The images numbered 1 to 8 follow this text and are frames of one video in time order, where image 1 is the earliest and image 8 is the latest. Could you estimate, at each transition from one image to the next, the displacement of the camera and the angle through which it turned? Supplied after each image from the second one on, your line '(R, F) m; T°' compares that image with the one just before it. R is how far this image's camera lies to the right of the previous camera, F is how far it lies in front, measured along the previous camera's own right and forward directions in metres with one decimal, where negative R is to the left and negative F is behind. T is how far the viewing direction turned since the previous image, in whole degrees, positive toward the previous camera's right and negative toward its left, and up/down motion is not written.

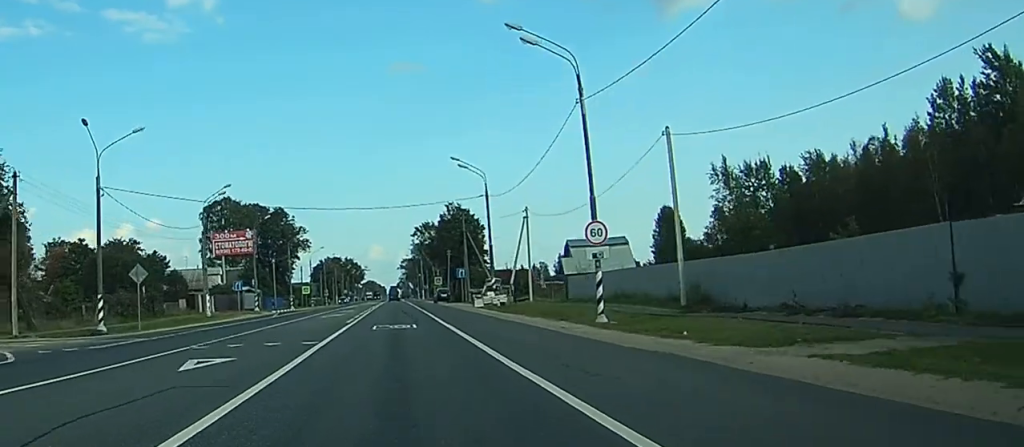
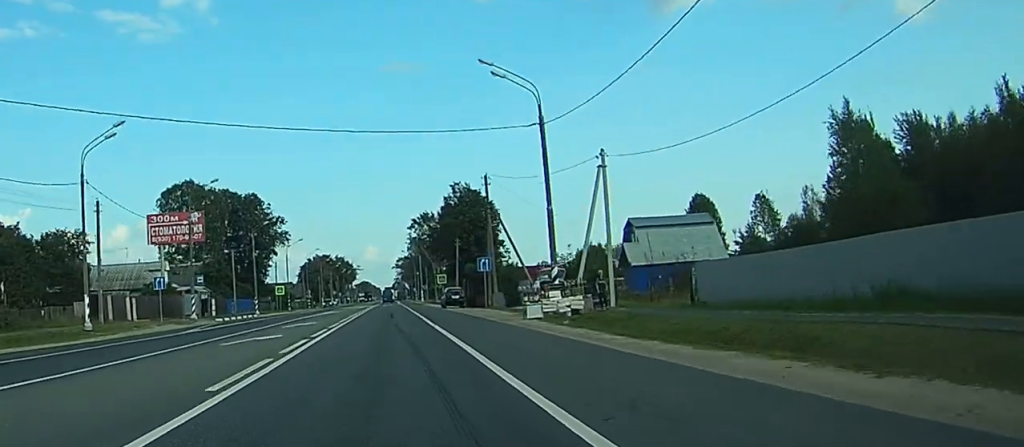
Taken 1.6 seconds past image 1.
(+0.2, +28.3) m; +1°
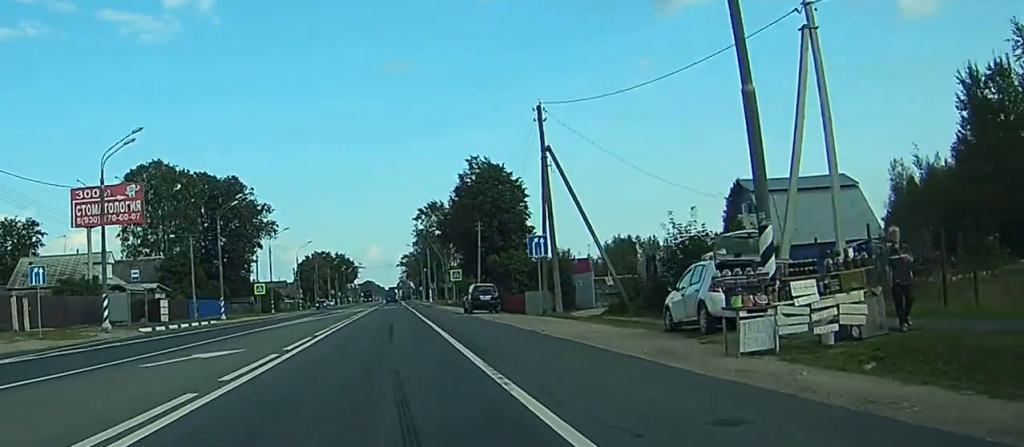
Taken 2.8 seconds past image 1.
(0.0, +22.5) m; 0°
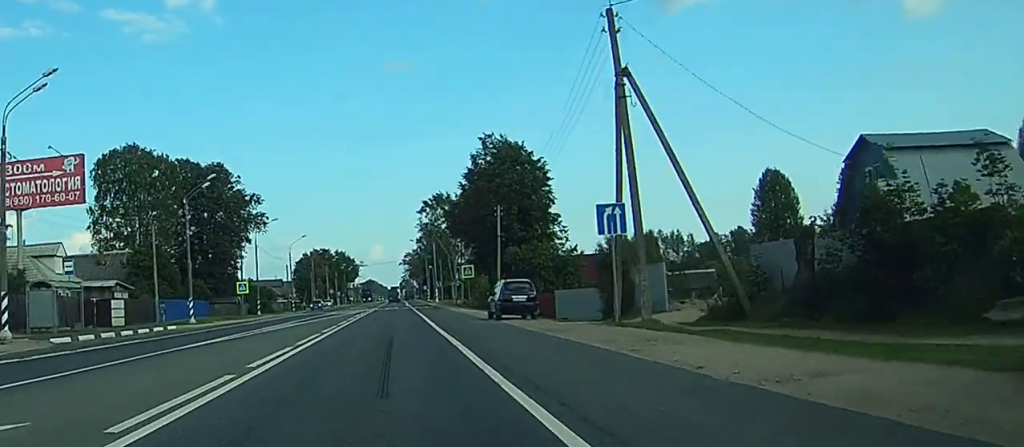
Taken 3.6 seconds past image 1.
(-0.1, +13.5) m; 0°
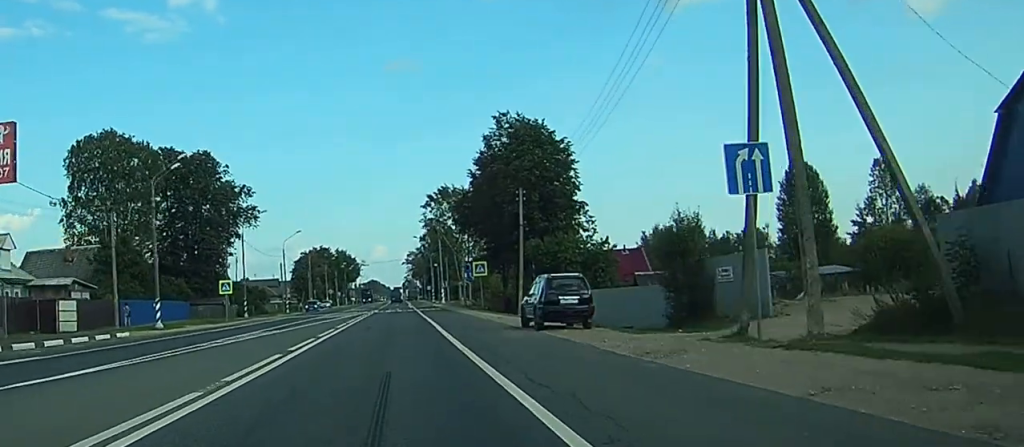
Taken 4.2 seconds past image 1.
(0.0, +10.5) m; 0°
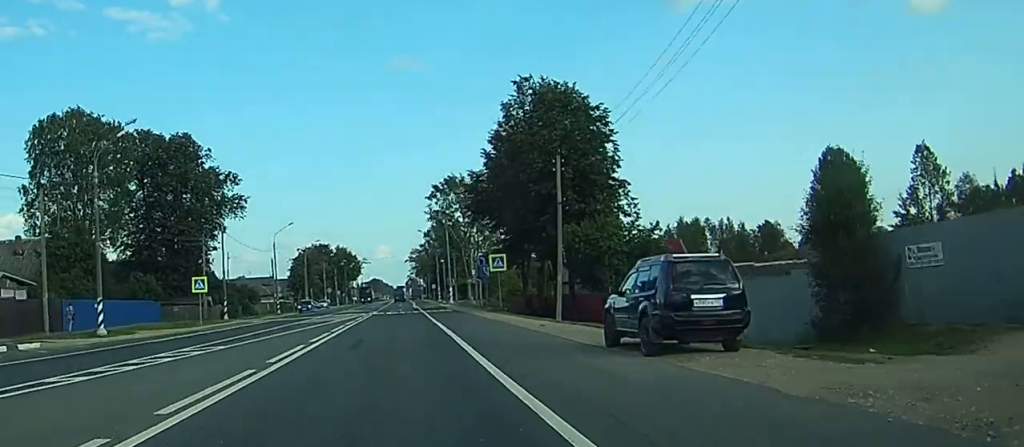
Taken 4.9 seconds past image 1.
(0.0, +12.1) m; 0°
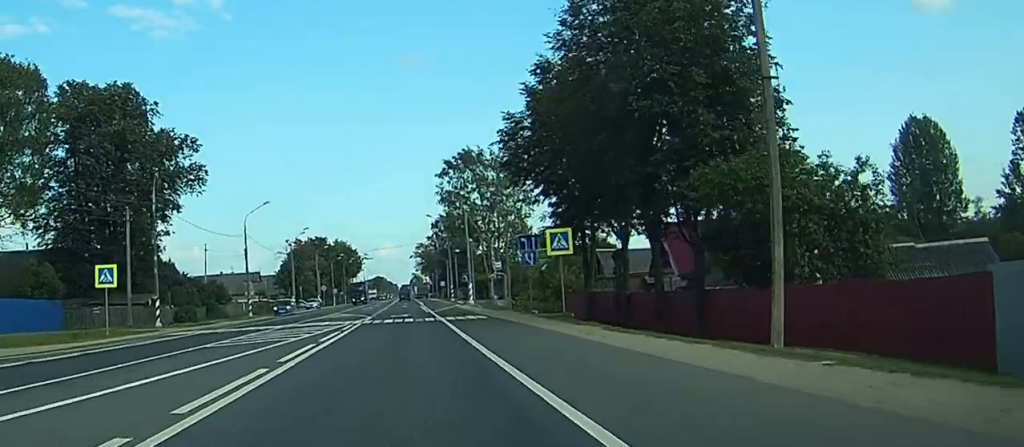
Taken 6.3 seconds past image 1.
(-0.1, +23.8) m; 0°
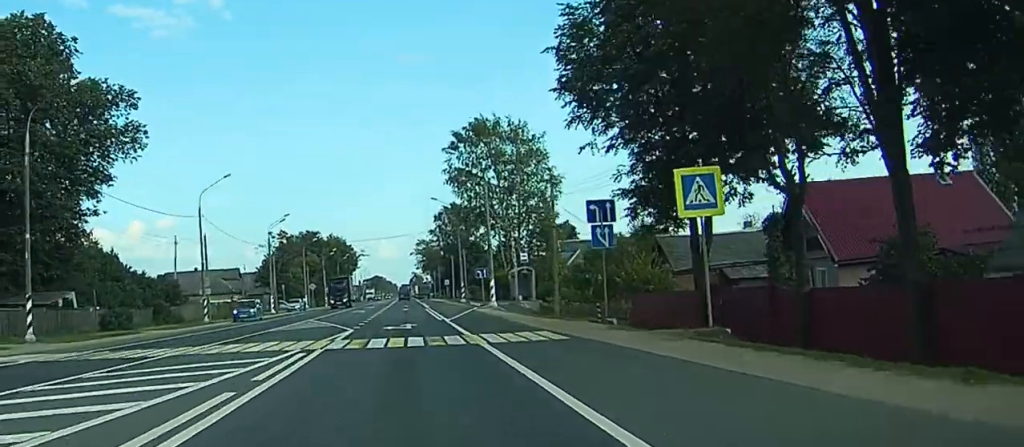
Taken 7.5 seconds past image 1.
(0.0, +20.1) m; 0°
